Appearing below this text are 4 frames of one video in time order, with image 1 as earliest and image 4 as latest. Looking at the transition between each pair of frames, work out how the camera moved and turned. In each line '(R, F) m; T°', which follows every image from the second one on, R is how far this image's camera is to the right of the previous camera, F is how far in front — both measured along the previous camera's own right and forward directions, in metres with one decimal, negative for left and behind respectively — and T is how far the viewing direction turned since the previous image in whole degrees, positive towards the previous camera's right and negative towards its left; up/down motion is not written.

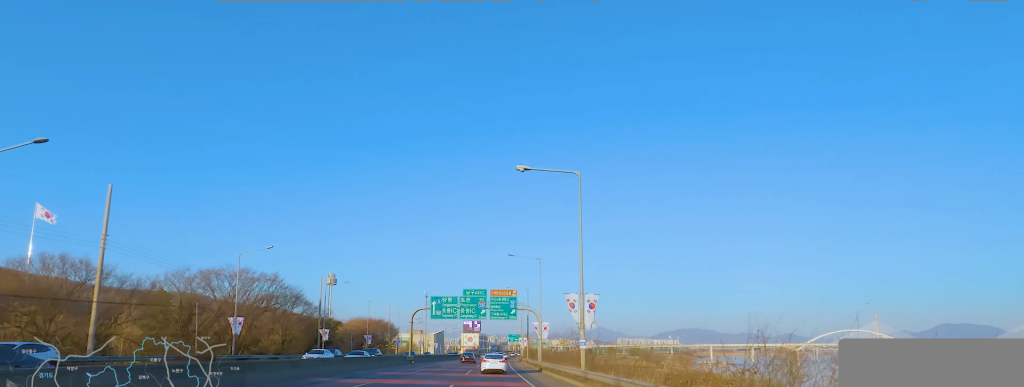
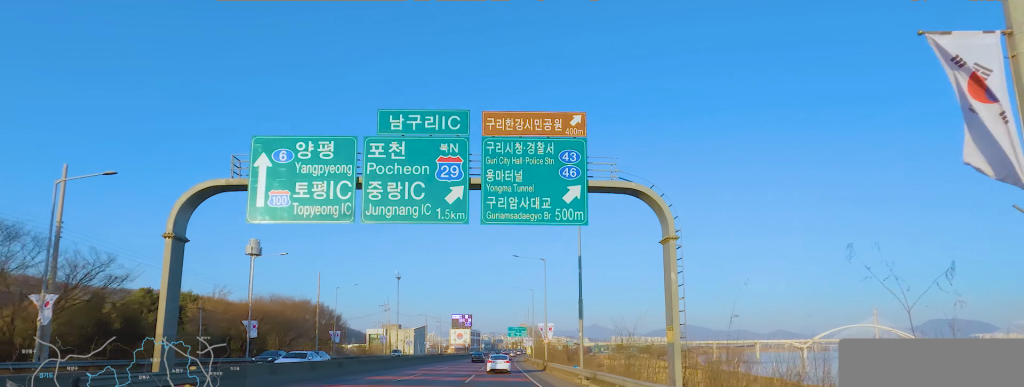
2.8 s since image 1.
(-0.7, +48.2) m; 0°
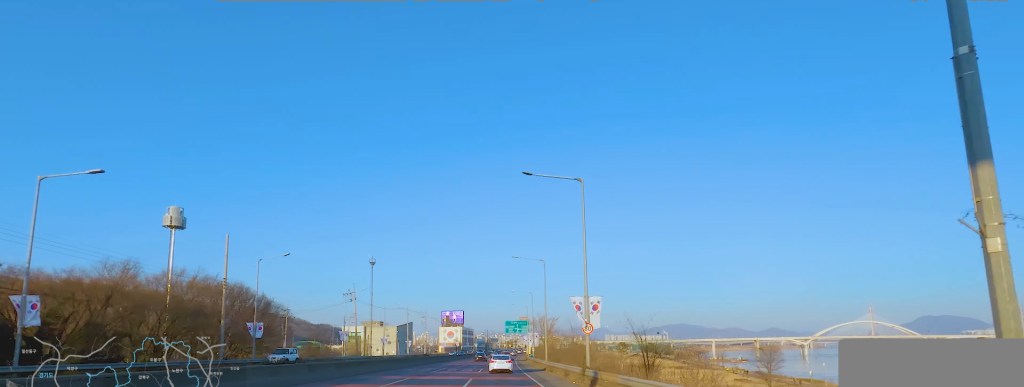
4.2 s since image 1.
(+1.3, +25.0) m; +2°
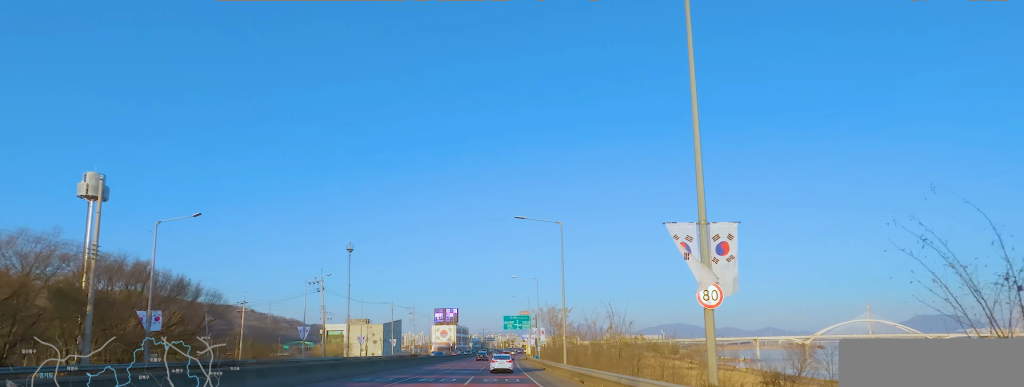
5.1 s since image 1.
(-0.2, +16.3) m; -2°
